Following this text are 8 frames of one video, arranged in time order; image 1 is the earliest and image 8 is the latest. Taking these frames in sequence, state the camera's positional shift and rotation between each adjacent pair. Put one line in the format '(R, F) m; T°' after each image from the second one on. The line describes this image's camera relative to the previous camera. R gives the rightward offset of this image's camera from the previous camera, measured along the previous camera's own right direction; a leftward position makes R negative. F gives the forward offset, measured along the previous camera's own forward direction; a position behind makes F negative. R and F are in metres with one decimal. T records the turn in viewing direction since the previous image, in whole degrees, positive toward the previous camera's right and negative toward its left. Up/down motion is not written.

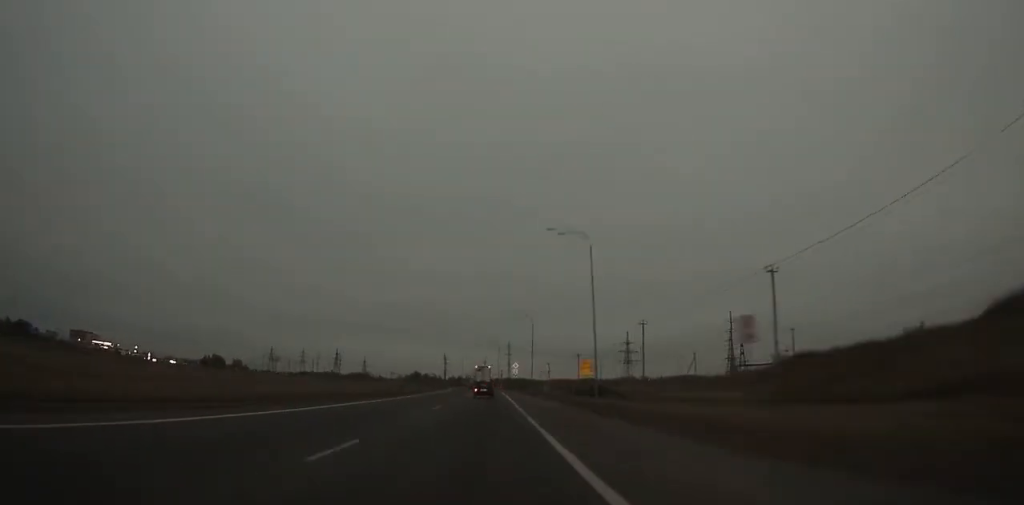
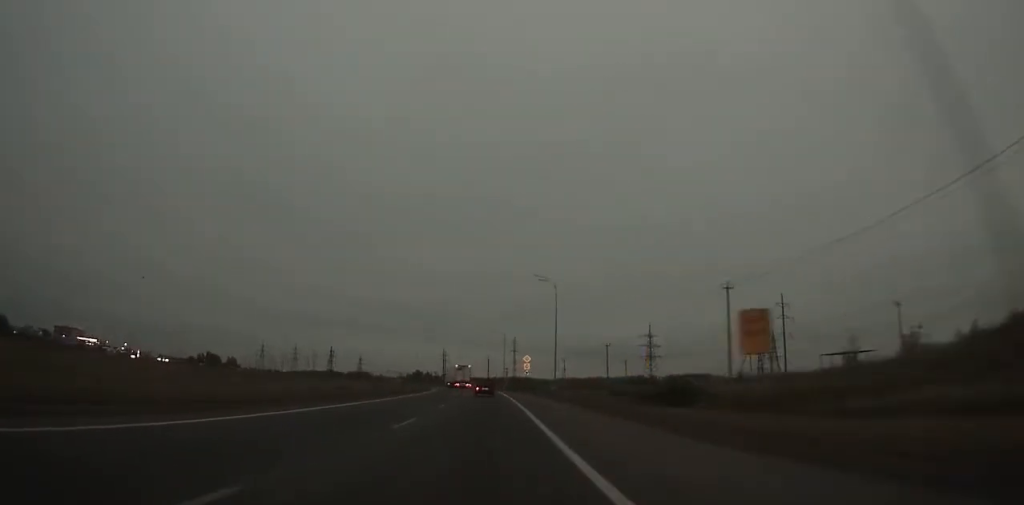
(+0.7, +28.8) m; +1°
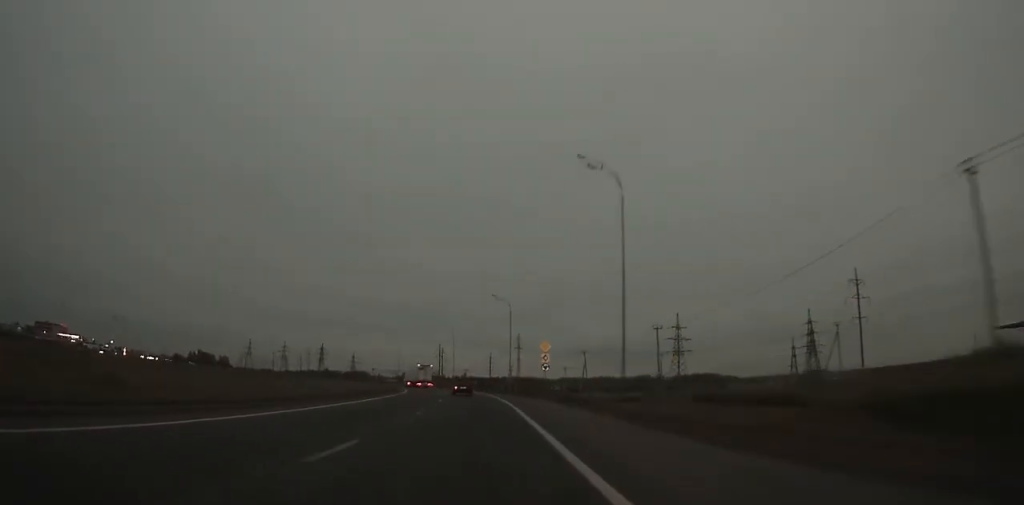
(-0.2, +31.2) m; -2°
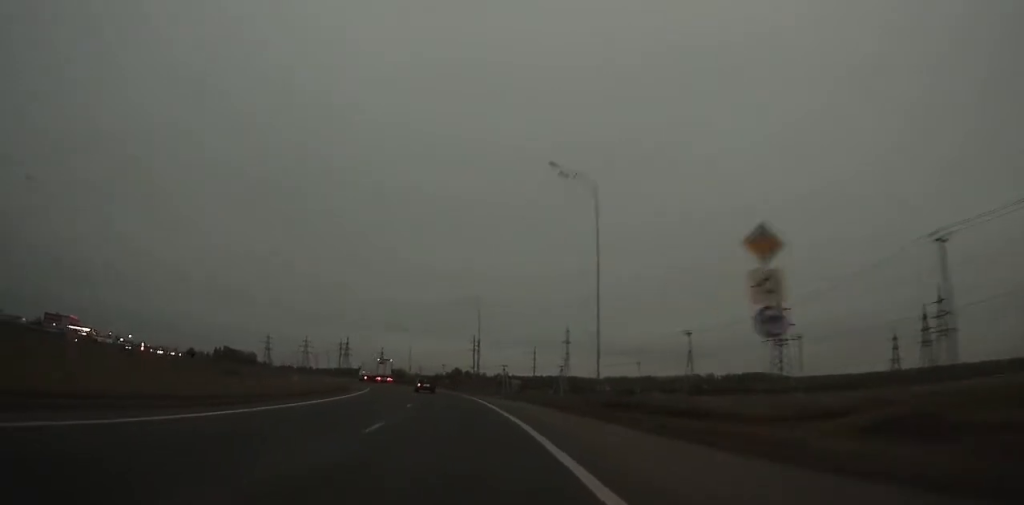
(-0.5, +43.0) m; -4°
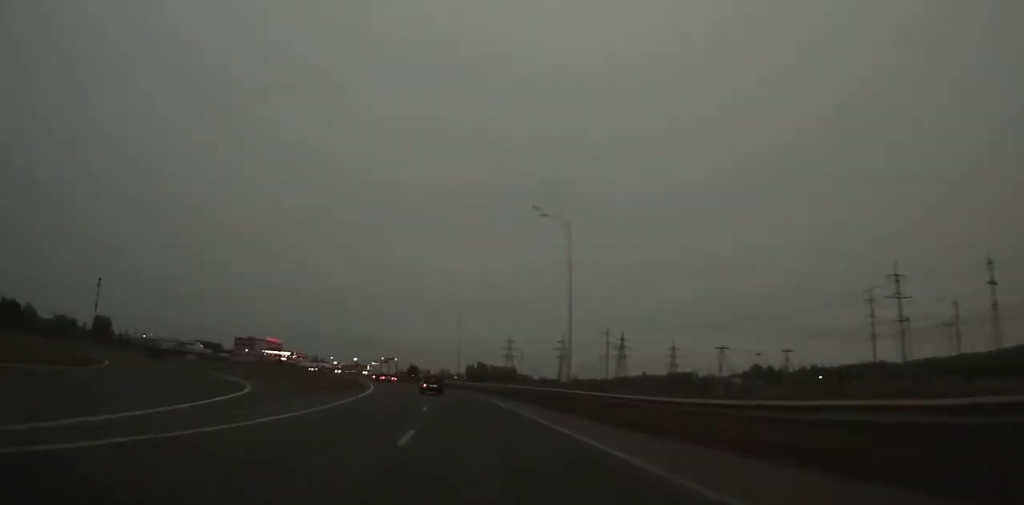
(-24.2, +118.0) m; -25°
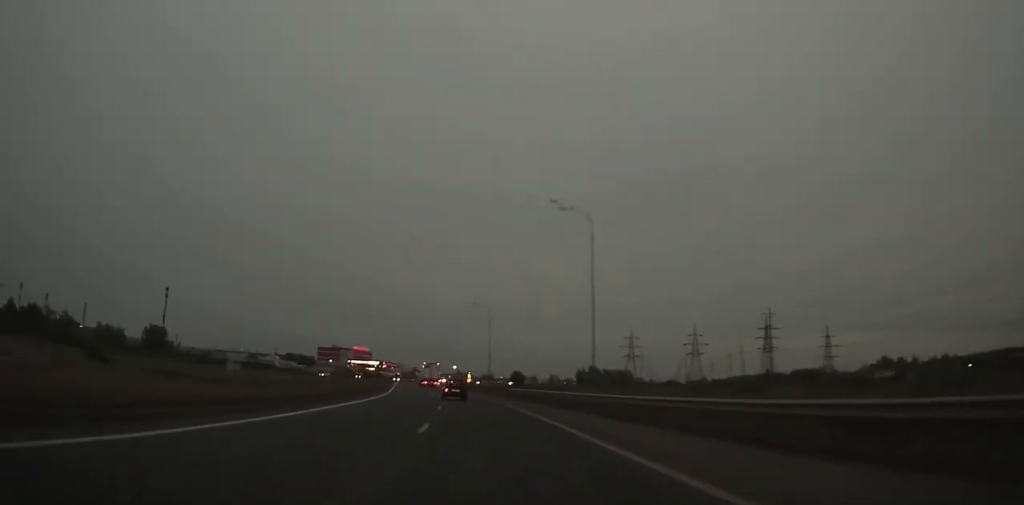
(-3.0, +44.6) m; -10°
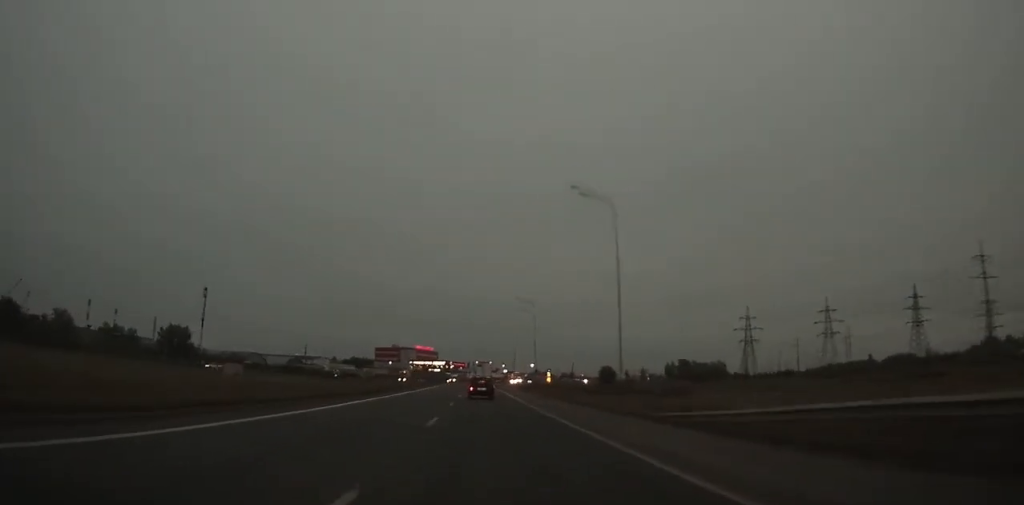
(-4.6, +45.4) m; -7°
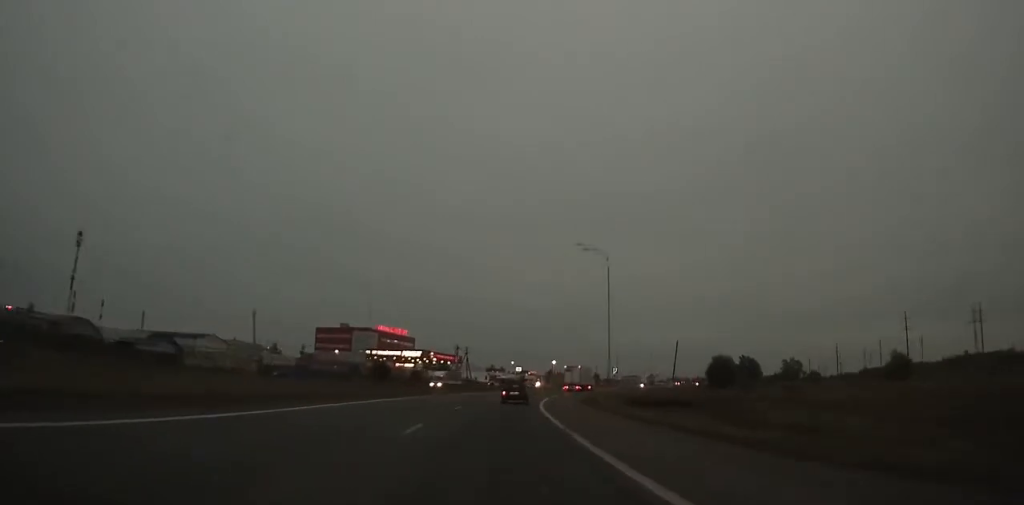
(-6.2, +118.9) m; -1°
